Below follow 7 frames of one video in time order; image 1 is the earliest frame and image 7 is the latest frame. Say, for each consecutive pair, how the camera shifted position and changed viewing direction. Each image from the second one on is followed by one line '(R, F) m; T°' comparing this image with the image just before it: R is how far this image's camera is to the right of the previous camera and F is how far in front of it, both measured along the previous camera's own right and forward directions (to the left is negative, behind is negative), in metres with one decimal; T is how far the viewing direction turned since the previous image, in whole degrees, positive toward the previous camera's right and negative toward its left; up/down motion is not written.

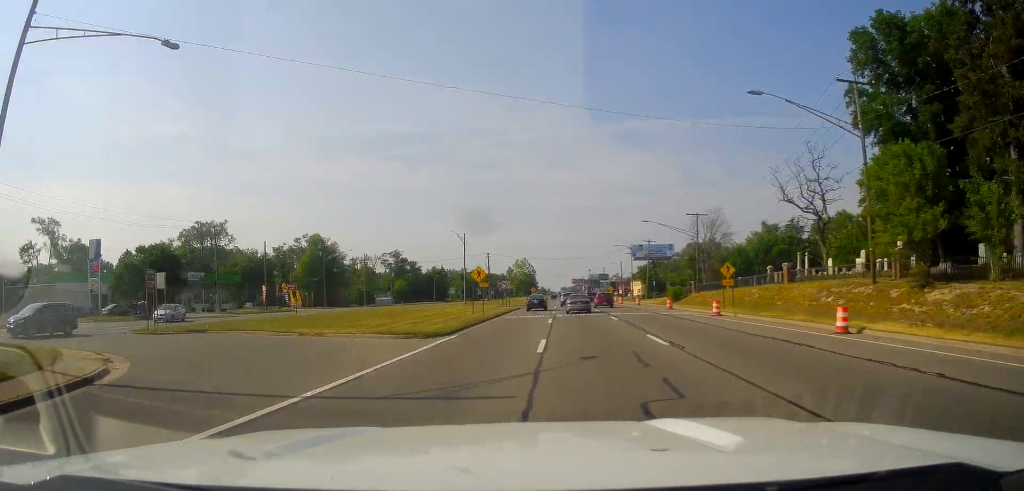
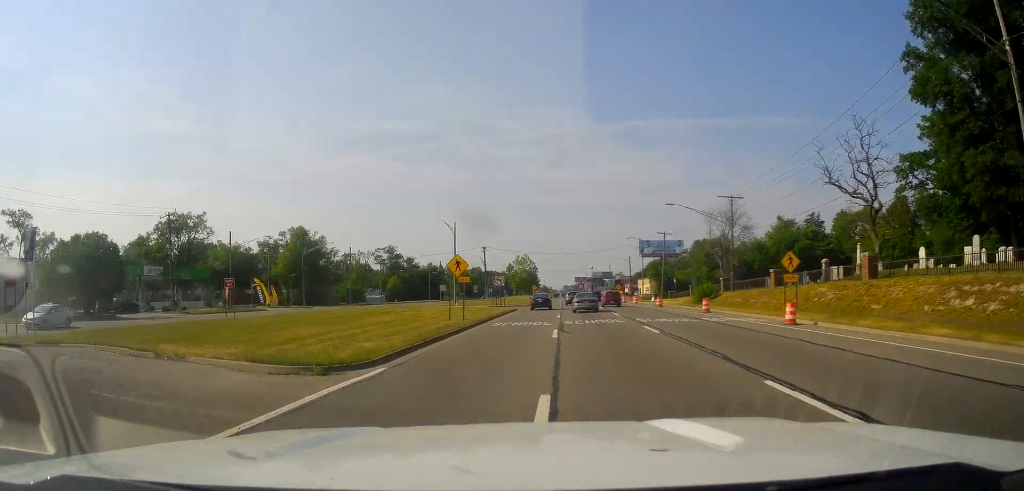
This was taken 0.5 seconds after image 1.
(0.0, +11.4) m; 0°
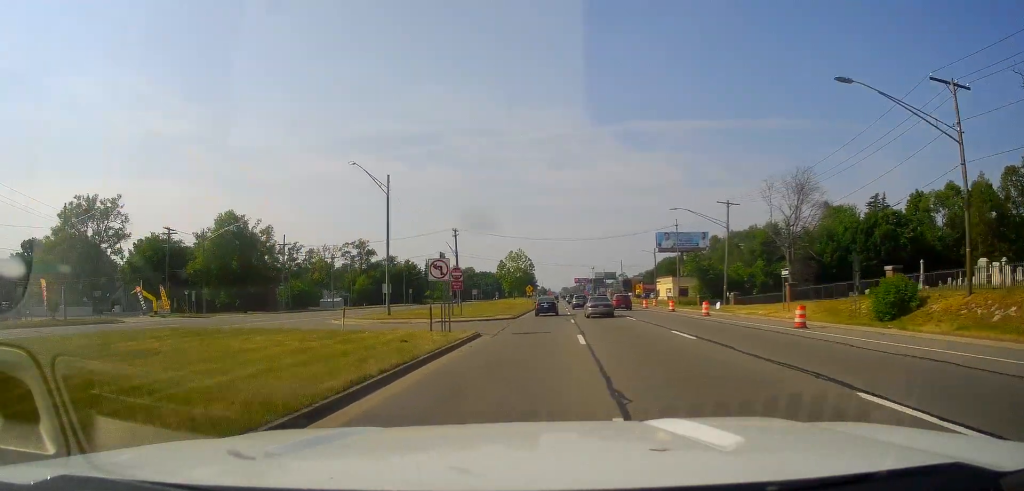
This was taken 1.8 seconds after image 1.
(+0.2, +32.3) m; -1°
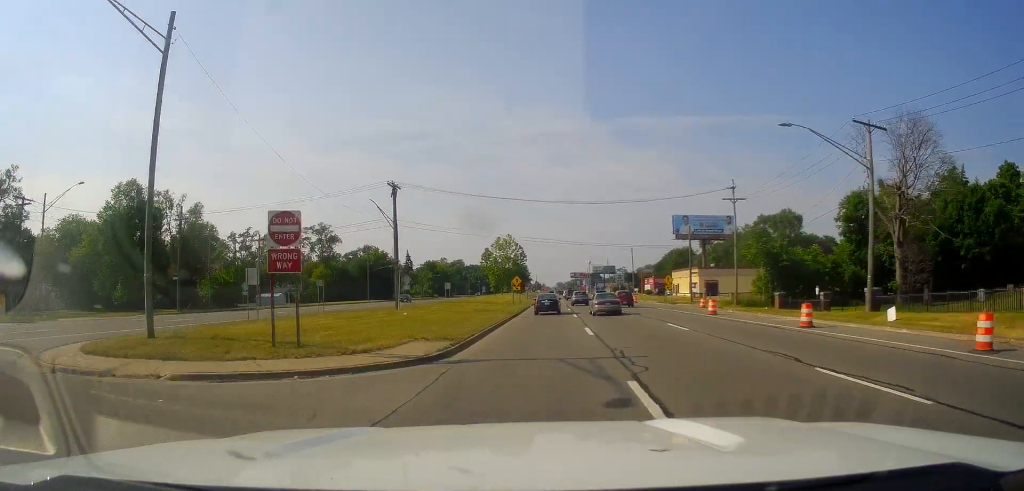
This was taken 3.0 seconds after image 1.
(-0.2, +28.0) m; 0°
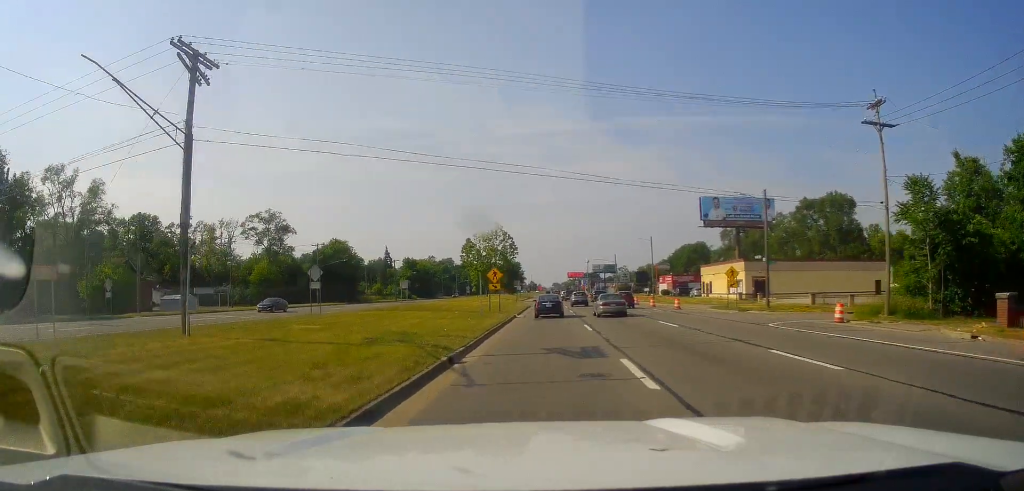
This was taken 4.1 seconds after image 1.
(-0.2, +27.8) m; 0°
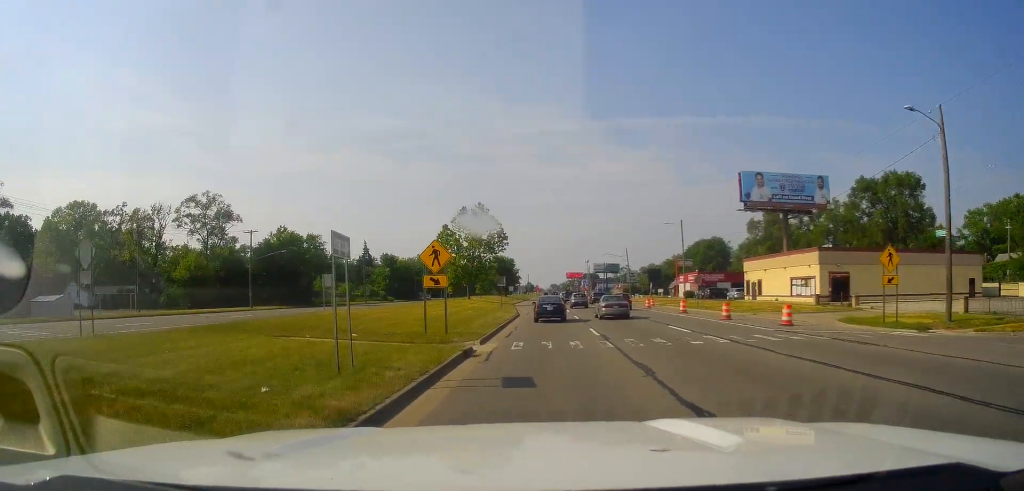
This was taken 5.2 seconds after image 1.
(+0.2, +24.1) m; +2°
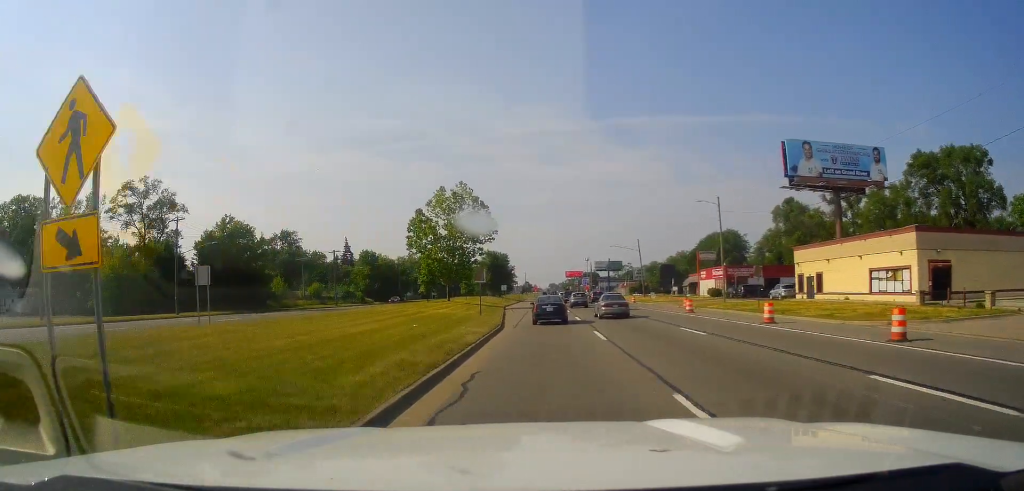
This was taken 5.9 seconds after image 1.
(+0.3, +17.7) m; +1°
